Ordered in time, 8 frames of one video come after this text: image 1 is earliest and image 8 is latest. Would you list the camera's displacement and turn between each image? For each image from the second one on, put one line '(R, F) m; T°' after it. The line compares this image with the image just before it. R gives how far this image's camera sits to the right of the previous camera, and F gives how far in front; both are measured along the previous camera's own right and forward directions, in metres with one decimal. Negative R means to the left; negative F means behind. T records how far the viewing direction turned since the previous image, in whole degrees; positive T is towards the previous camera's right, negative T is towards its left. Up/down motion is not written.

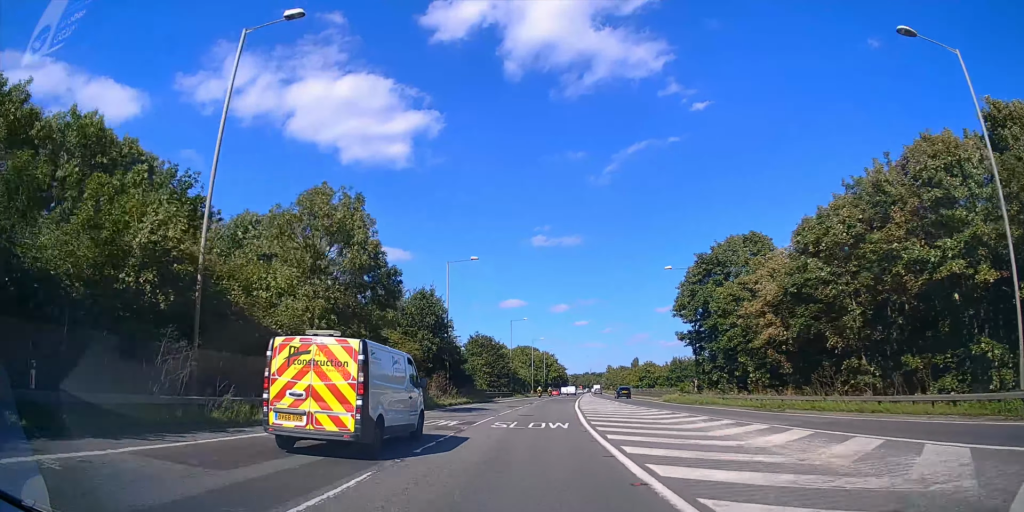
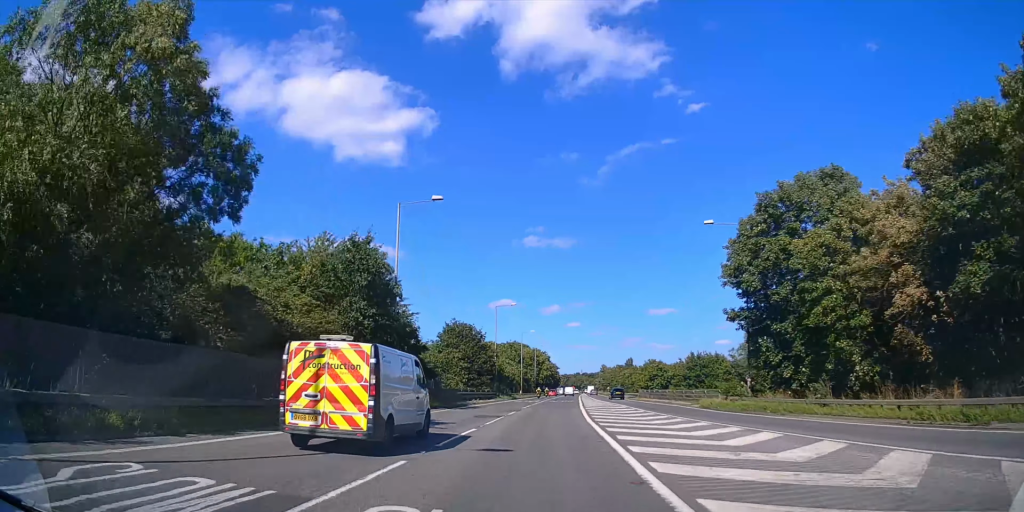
(+0.1, +15.2) m; +1°
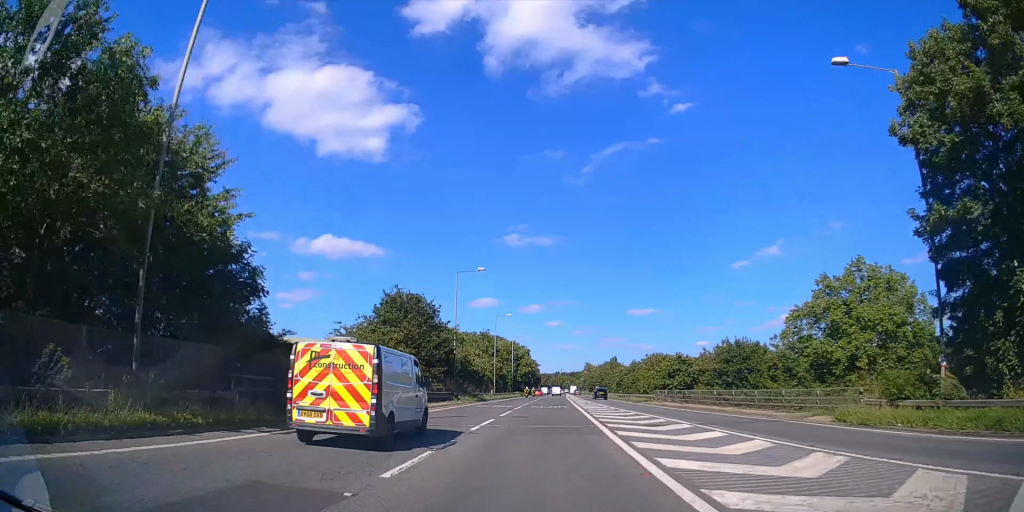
(+0.2, +19.1) m; +1°
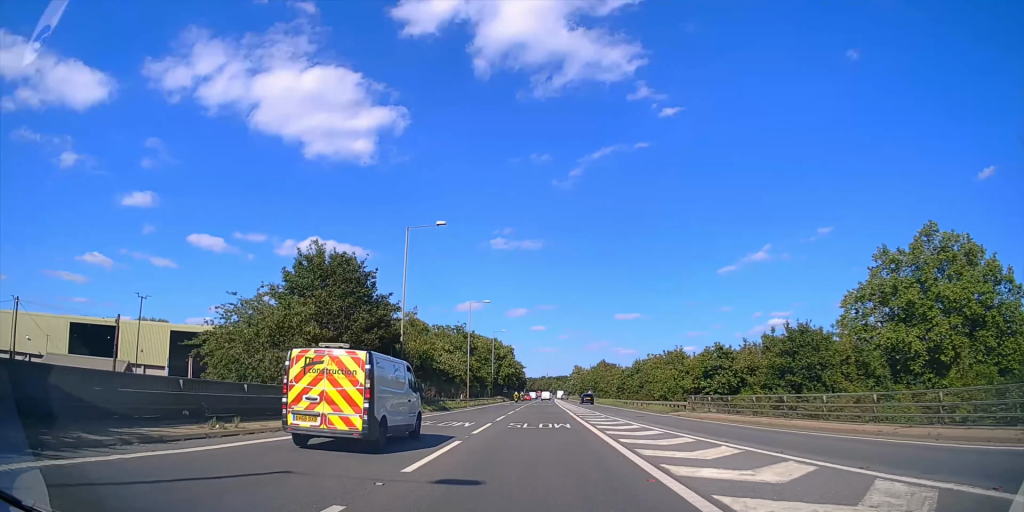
(+0.2, +14.6) m; 0°
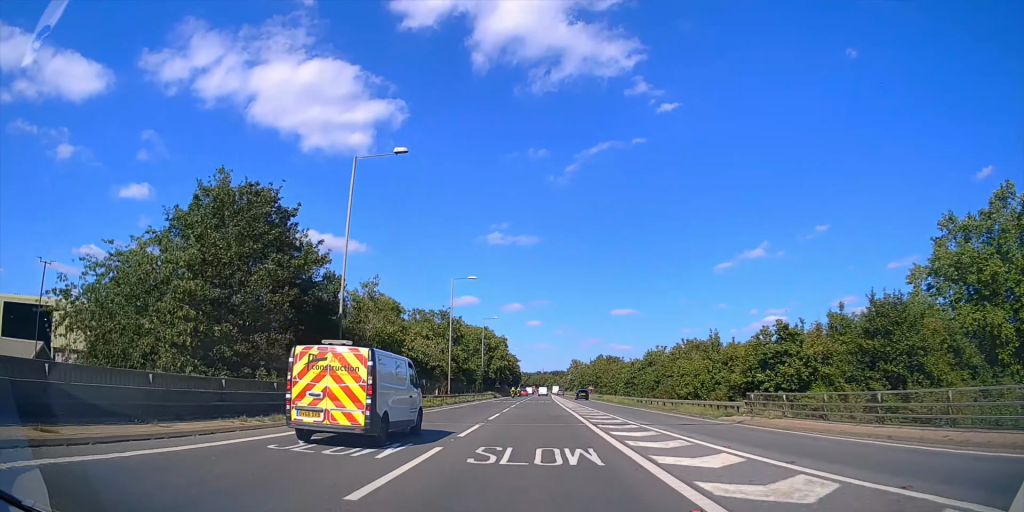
(0.0, +10.5) m; +1°
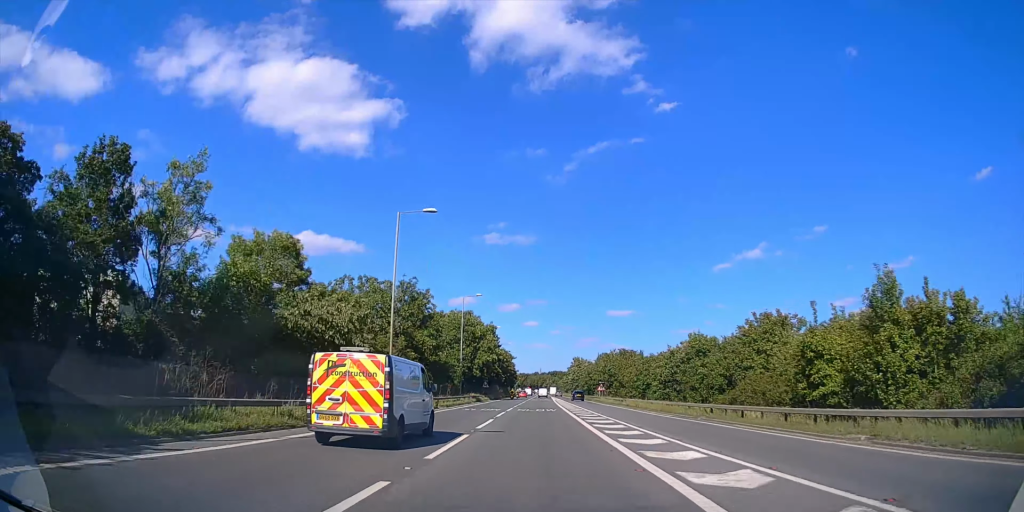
(+0.1, +20.4) m; +1°
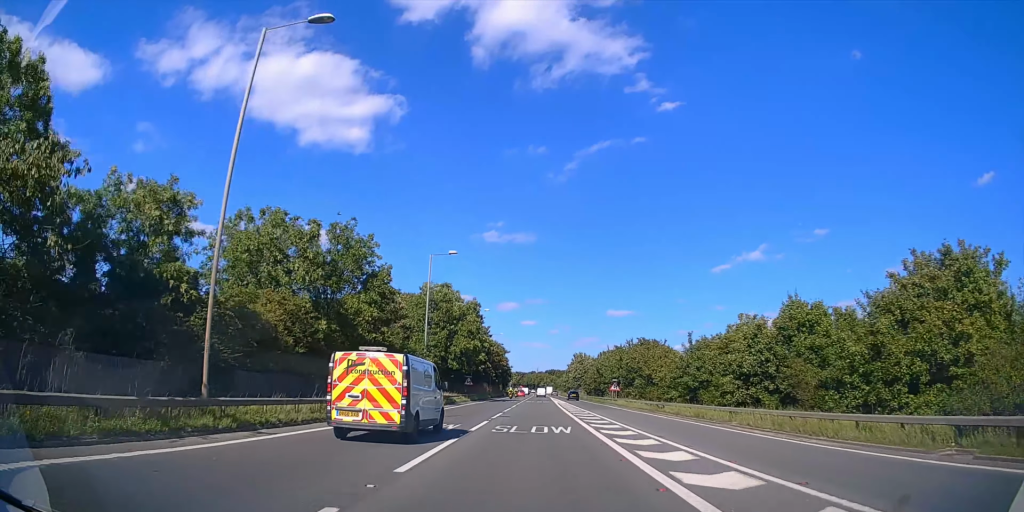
(+0.4, +19.5) m; +1°
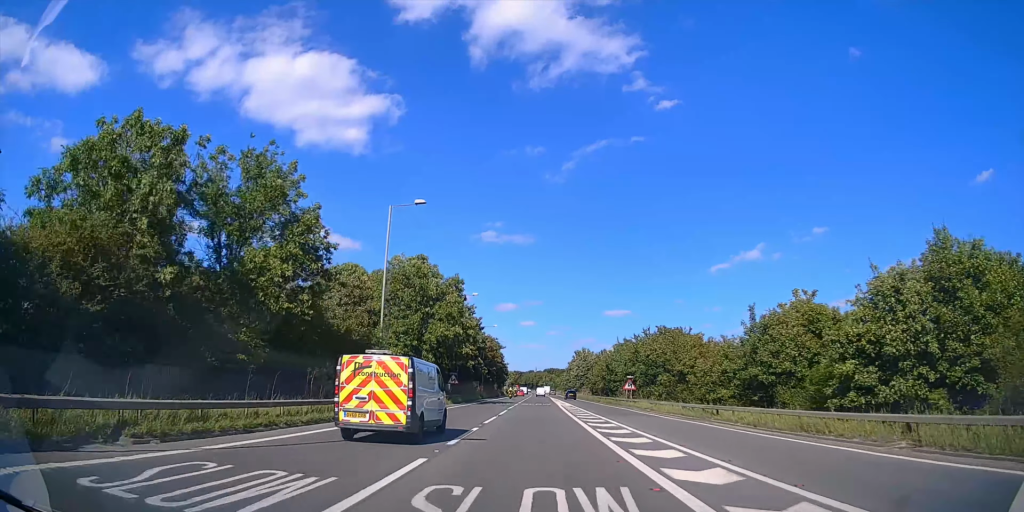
(-0.1, +12.7) m; 0°
